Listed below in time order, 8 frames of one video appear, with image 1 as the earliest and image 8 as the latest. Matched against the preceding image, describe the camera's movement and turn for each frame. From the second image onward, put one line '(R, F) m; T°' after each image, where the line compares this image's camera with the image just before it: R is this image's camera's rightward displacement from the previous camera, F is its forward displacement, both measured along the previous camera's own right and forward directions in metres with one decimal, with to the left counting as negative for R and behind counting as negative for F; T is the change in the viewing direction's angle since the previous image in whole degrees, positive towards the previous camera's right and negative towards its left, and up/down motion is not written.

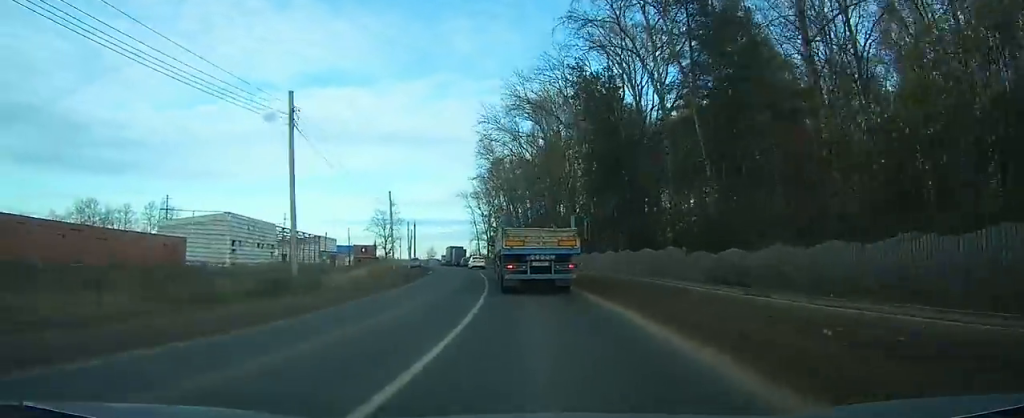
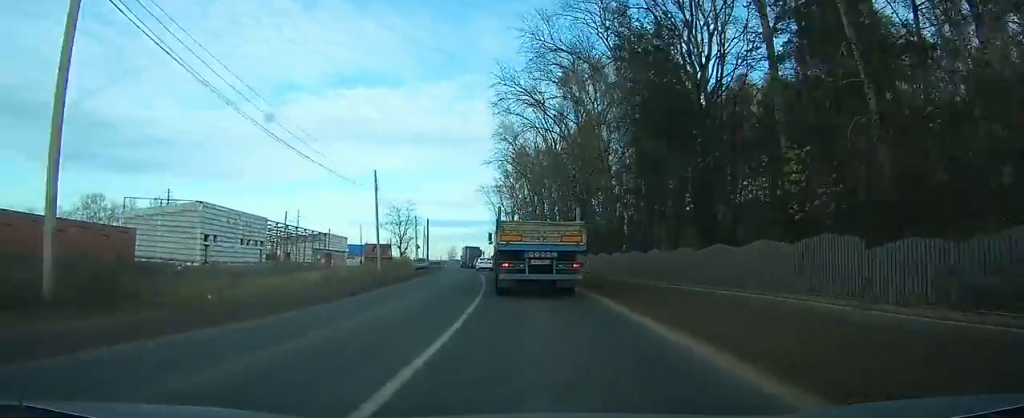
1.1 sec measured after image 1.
(-0.1, +13.6) m; -1°
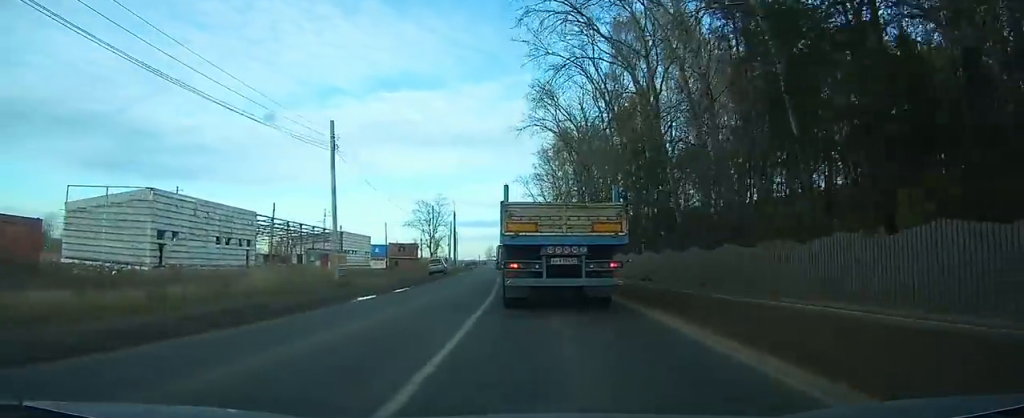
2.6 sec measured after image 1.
(-0.1, +18.1) m; -2°
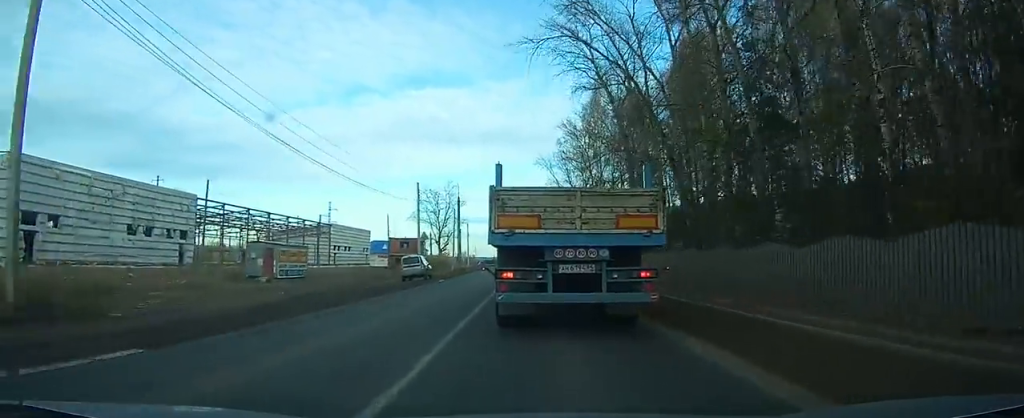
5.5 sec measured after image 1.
(-1.6, +25.9) m; -5°
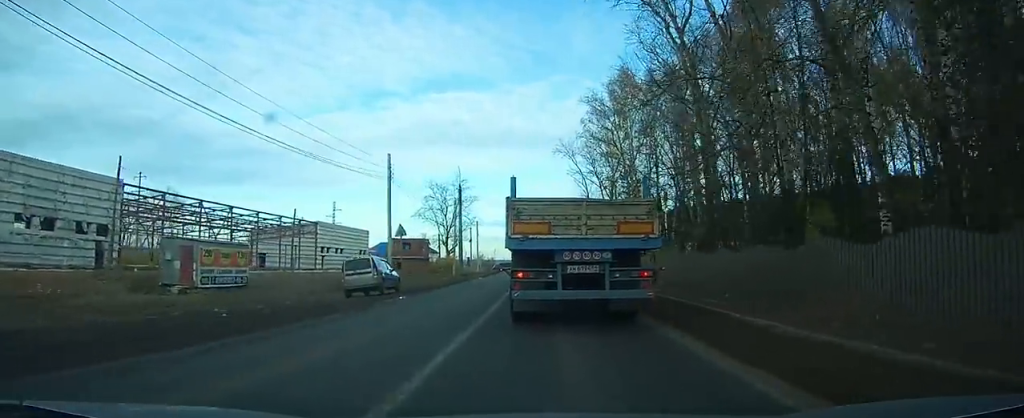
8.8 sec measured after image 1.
(-0.3, +18.9) m; -3°
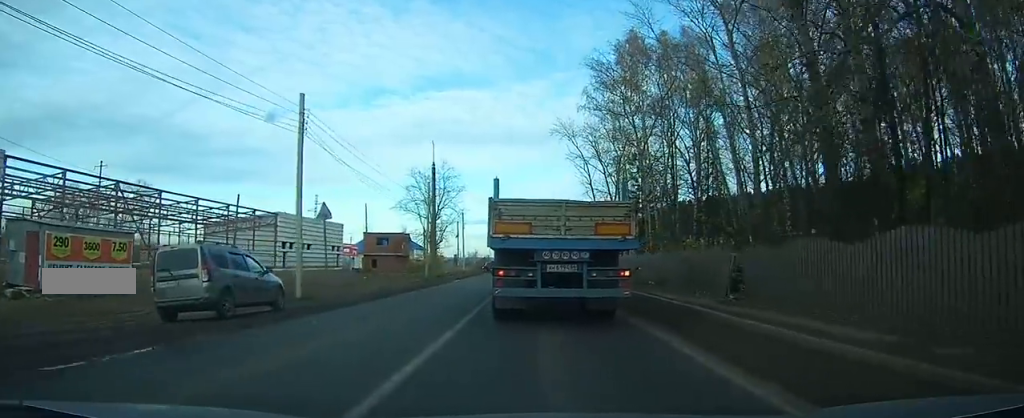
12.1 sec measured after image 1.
(-0.6, +12.6) m; -4°
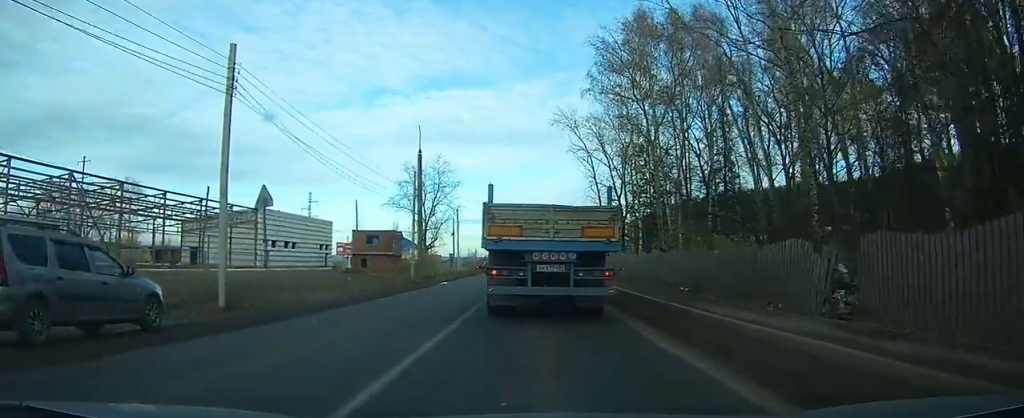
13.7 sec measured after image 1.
(-0.2, +5.4) m; -4°
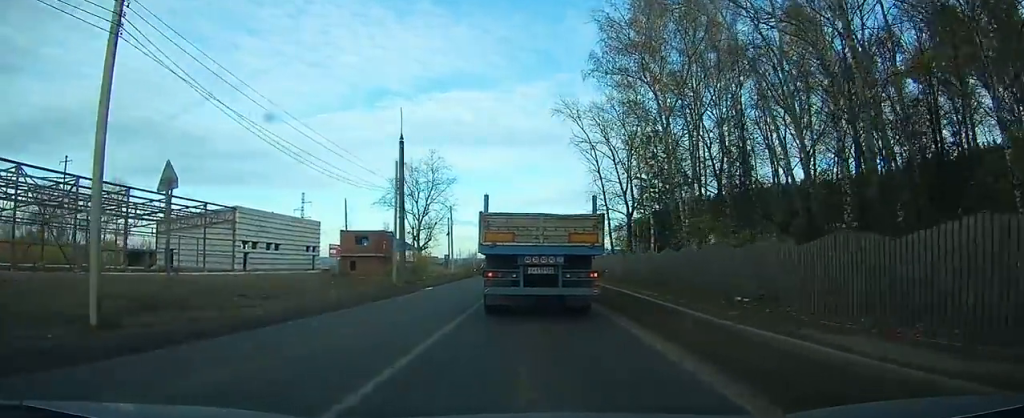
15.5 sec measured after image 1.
(-0.2, +5.5) m; -3°
